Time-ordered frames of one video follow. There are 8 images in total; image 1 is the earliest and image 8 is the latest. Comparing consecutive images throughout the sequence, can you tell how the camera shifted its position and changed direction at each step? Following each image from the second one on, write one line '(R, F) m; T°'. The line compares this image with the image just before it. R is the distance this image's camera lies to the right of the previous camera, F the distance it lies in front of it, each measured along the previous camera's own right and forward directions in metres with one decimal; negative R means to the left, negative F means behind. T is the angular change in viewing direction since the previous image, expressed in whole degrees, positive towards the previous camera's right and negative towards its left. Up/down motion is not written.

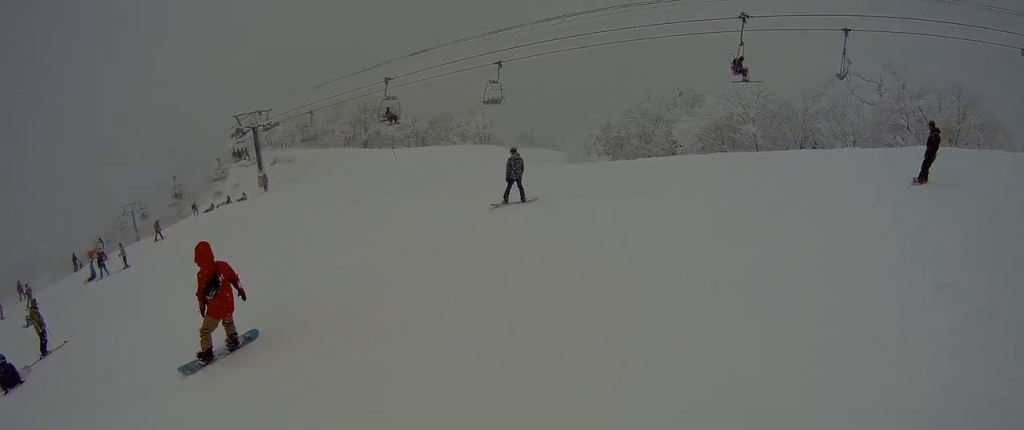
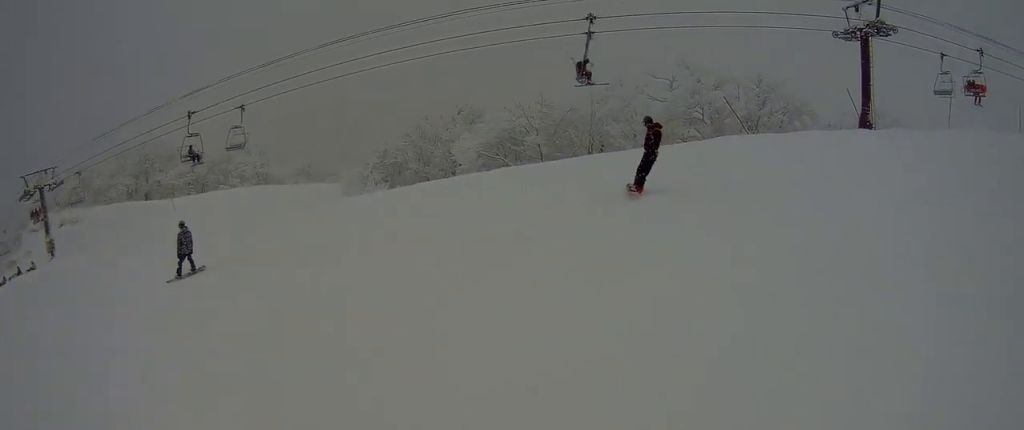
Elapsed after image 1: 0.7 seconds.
(+1.0, +2.0) m; +28°
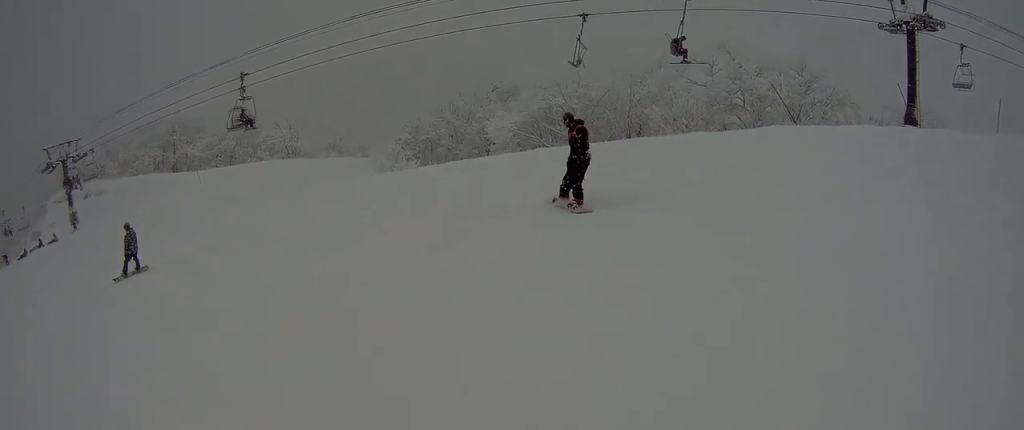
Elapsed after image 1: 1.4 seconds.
(0.0, +1.9) m; +3°
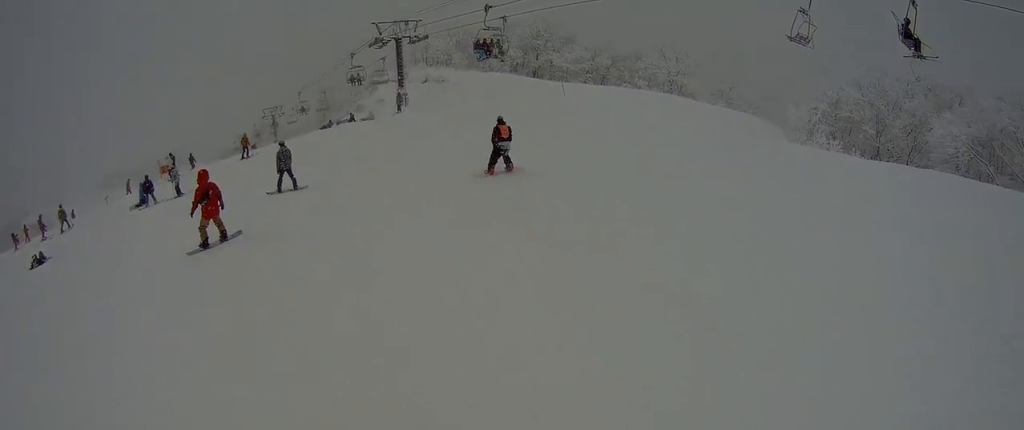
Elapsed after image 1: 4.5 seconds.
(+3.1, +7.7) m; +12°
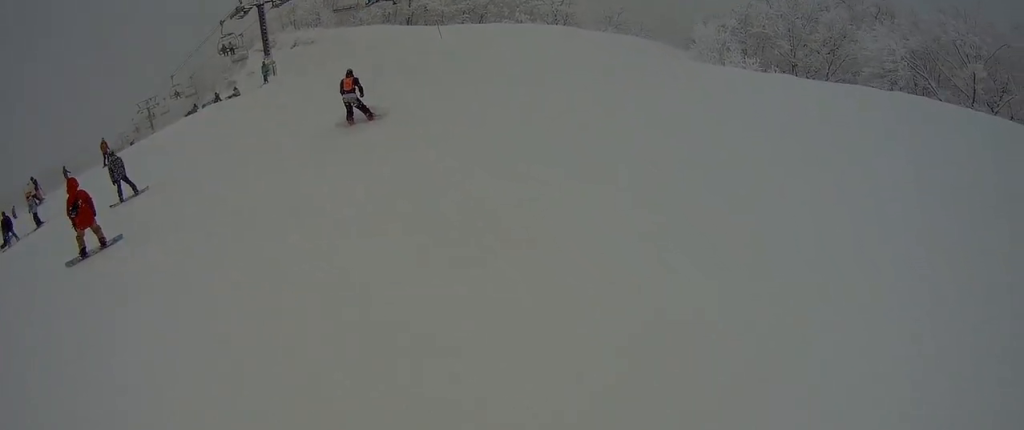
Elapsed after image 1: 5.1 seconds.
(-0.5, +2.0) m; -9°
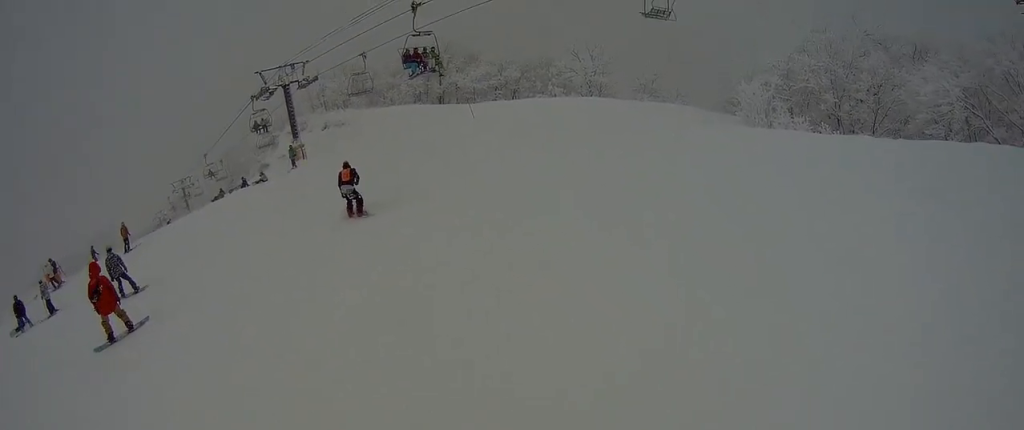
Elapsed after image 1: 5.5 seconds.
(-0.2, +1.5) m; -6°
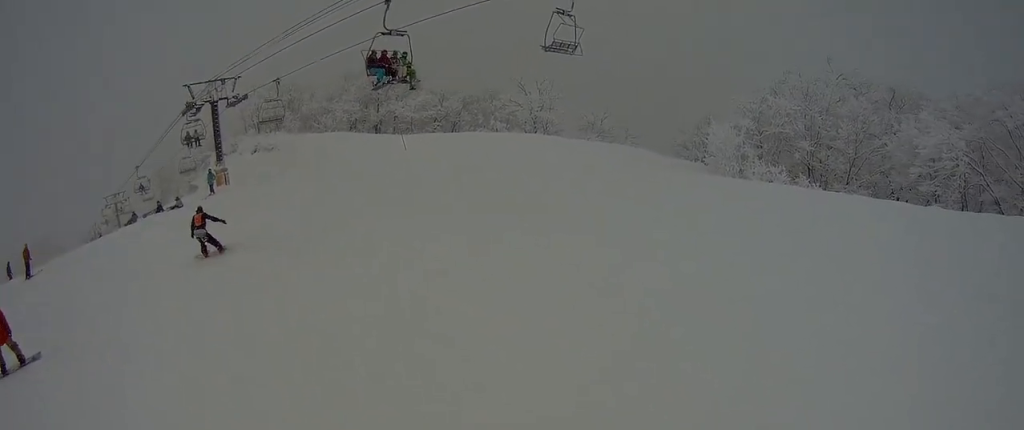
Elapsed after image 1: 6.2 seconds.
(0.0, +2.6) m; -1°
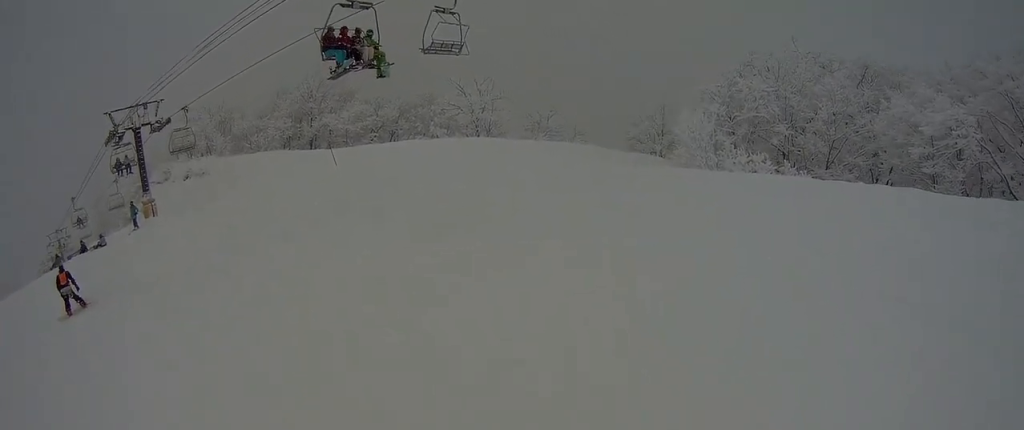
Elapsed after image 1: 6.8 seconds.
(0.0, +2.4) m; 0°
